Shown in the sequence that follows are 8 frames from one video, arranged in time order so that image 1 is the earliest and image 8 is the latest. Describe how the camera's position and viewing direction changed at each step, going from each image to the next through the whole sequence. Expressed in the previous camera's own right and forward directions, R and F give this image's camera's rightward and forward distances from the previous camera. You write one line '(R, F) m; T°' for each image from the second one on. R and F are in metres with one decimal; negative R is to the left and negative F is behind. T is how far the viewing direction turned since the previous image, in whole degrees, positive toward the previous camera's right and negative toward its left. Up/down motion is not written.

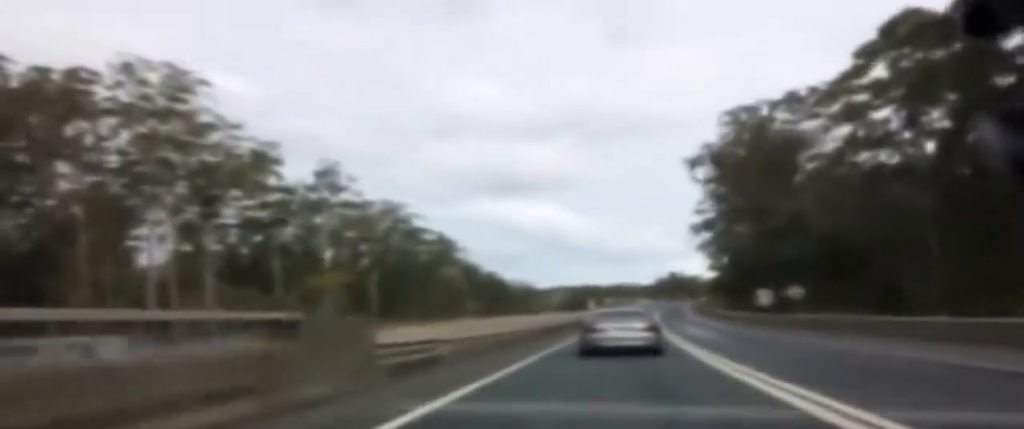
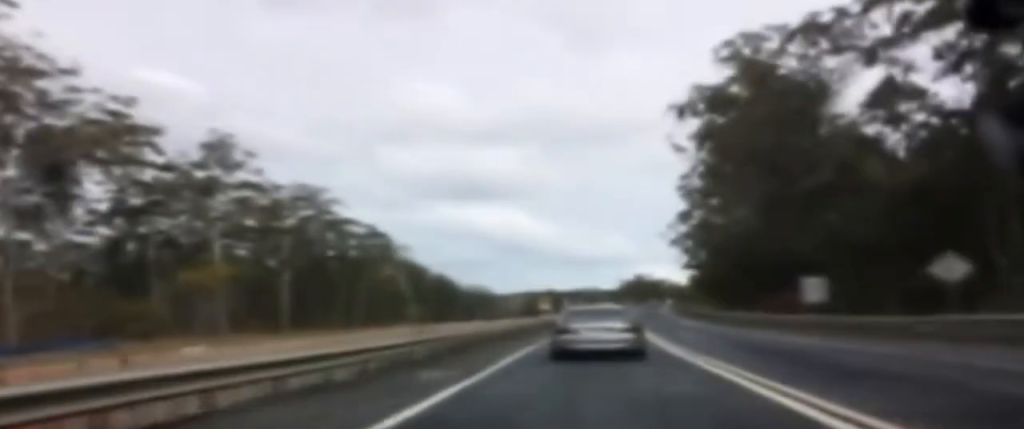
(+2.1, +33.0) m; +5°
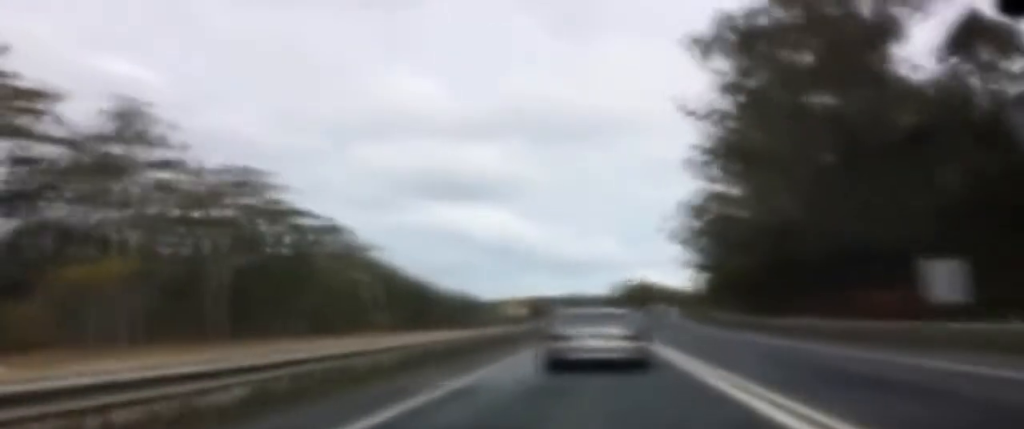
(+0.1, +24.0) m; 0°
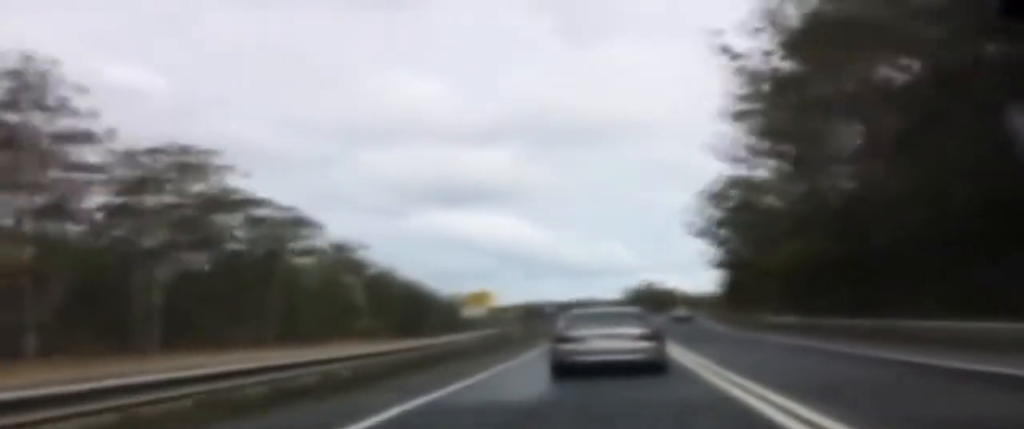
(+0.2, +35.4) m; 0°
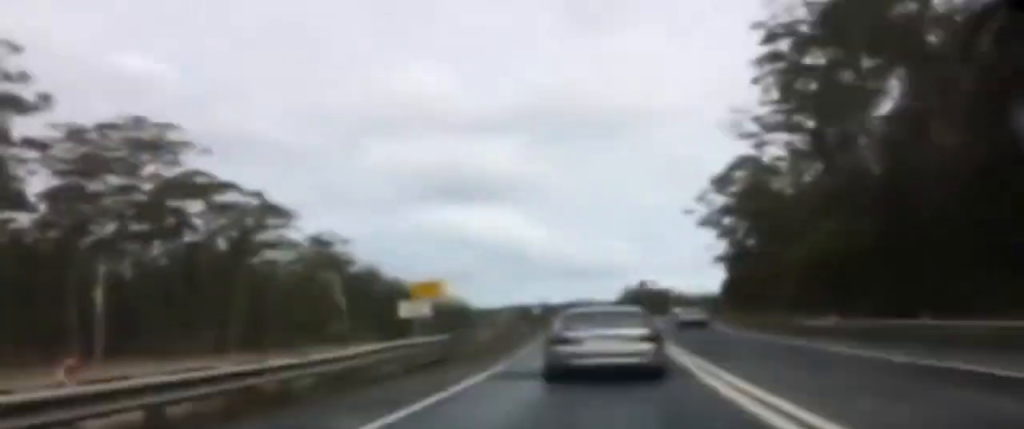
(-0.1, +15.9) m; 0°
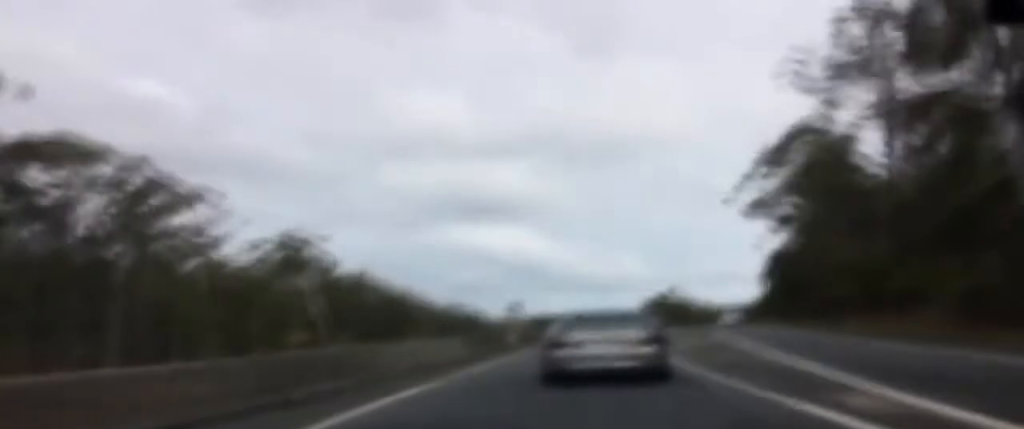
(0.0, +17.7) m; 0°
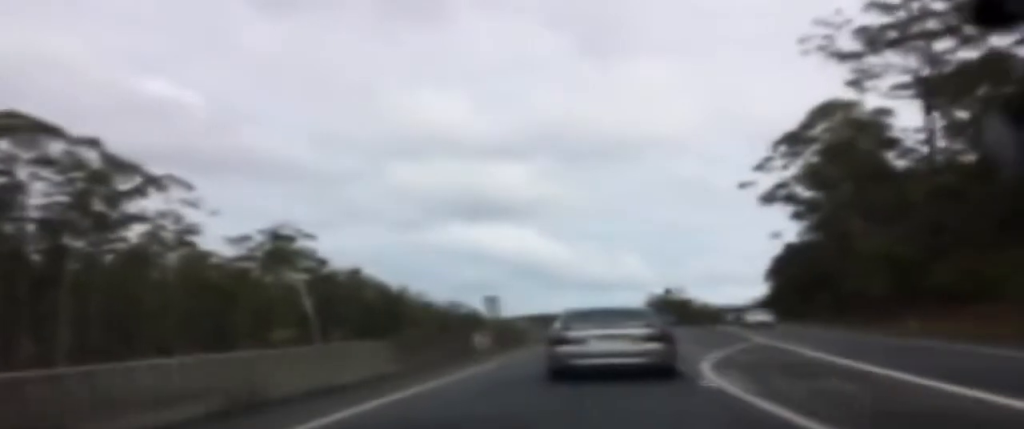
(0.0, +13.8) m; +1°
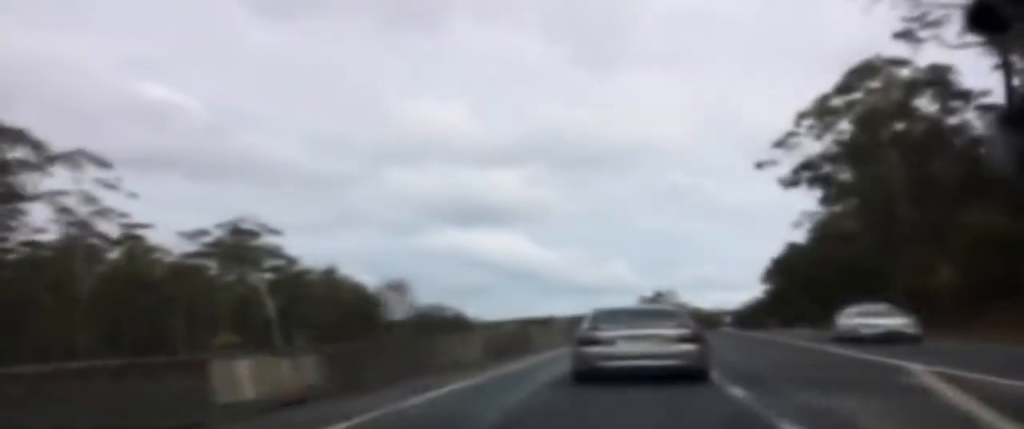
(+0.2, +18.6) m; +2°
